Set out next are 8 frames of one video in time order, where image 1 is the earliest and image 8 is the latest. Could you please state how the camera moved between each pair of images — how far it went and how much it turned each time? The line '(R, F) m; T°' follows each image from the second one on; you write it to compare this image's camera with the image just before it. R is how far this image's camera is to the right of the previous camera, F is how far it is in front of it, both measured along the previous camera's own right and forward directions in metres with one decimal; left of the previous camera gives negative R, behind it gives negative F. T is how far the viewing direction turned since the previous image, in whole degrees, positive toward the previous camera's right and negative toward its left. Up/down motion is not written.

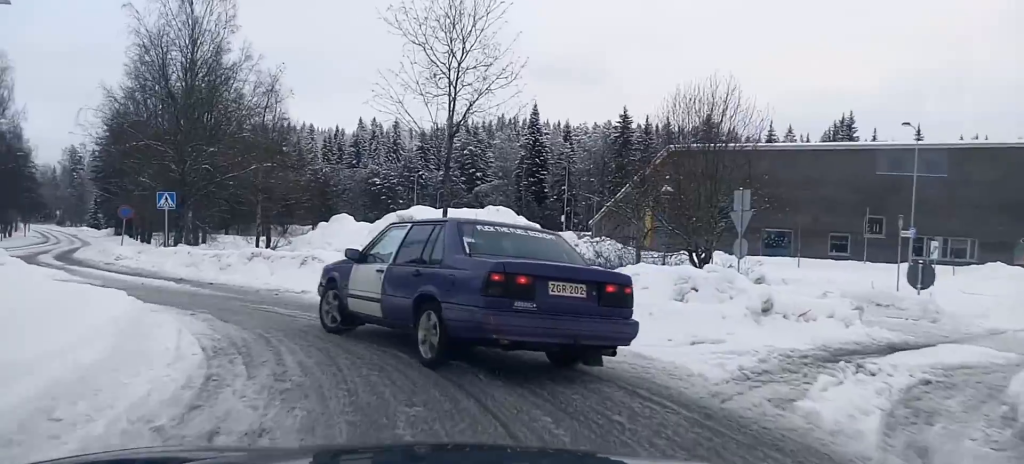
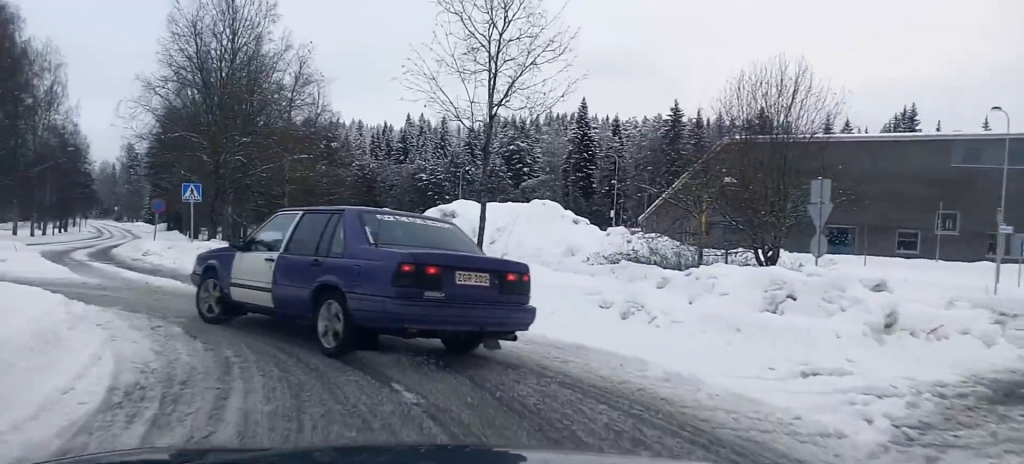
(0.0, +2.5) m; -3°
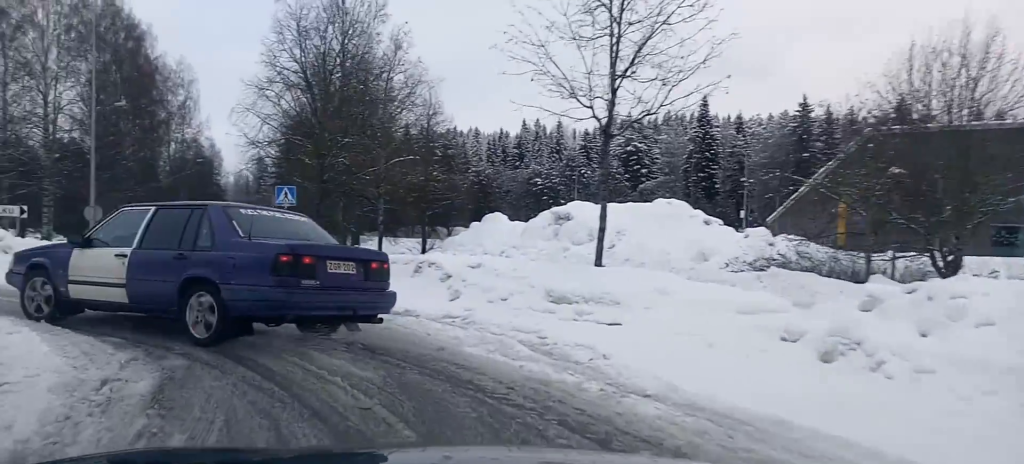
(-0.1, +3.4) m; -10°
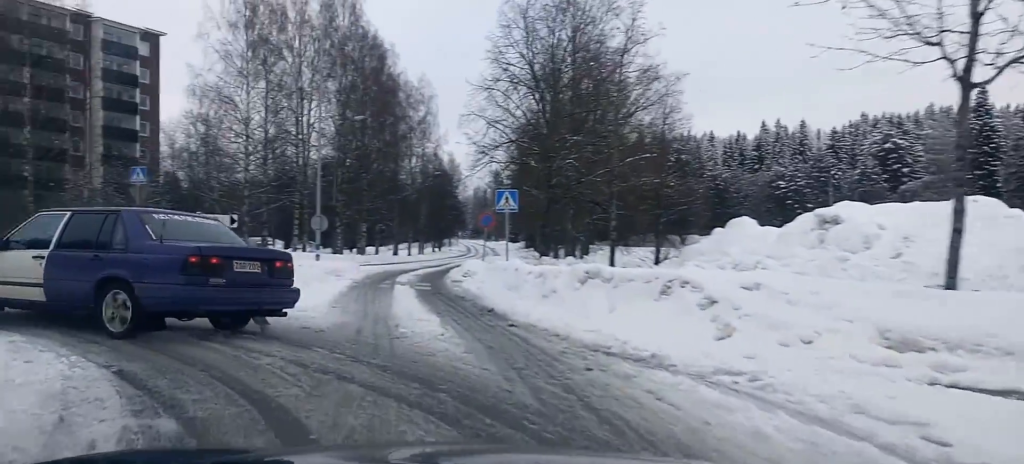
(-0.5, +4.0) m; -11°
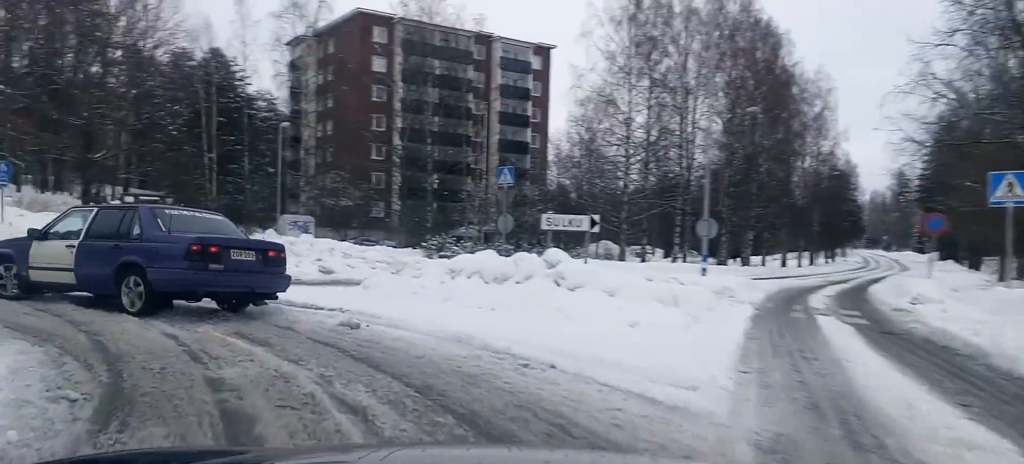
(-0.8, +6.1) m; -19°
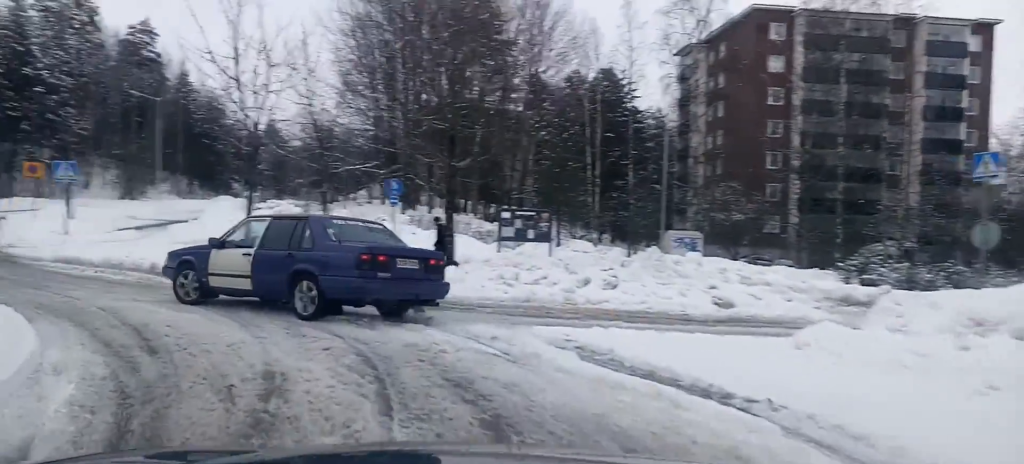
(-1.1, +5.1) m; -24°
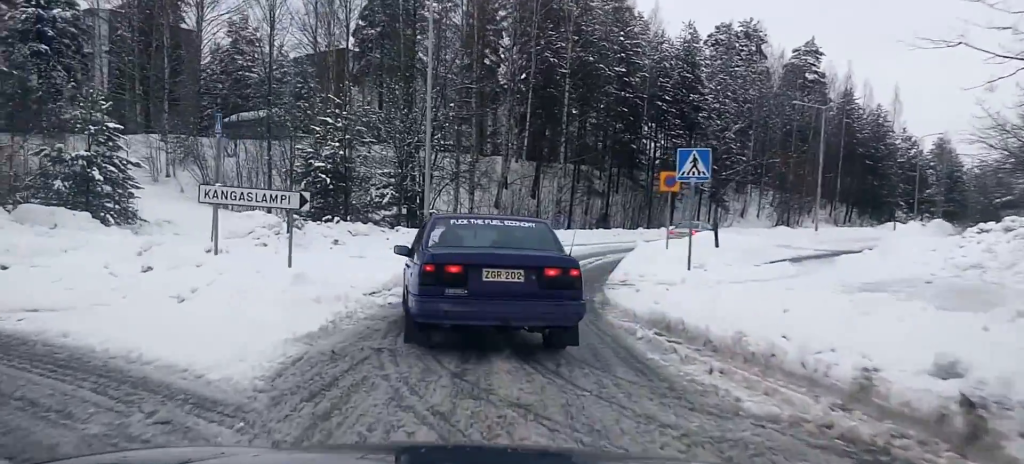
(-6.0, +10.1) m; -58°
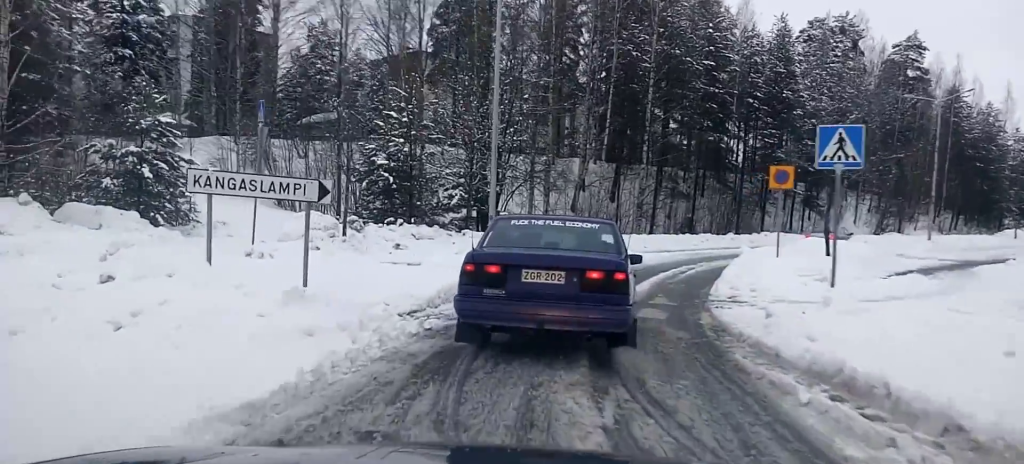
(-0.4, +3.3) m; -6°
